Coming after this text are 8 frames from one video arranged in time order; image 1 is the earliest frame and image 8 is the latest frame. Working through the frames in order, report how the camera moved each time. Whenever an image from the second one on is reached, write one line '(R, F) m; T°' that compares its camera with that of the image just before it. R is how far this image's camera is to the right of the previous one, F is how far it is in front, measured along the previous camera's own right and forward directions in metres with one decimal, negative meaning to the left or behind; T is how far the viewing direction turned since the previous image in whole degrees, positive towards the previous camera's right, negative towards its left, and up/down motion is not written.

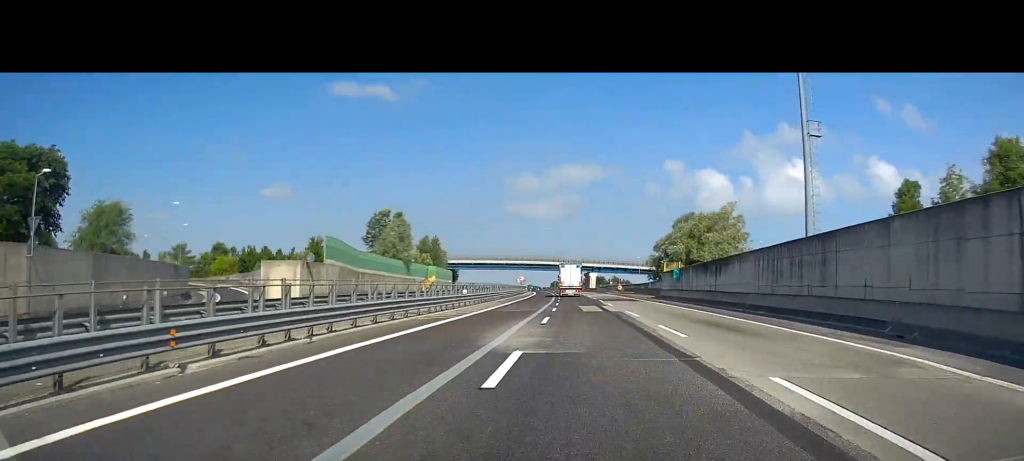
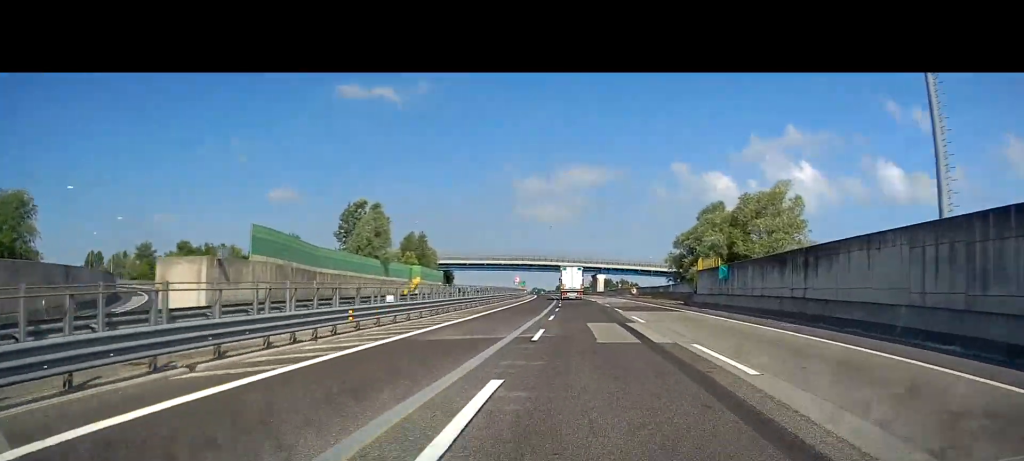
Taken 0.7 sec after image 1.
(0.0, +18.2) m; -1°
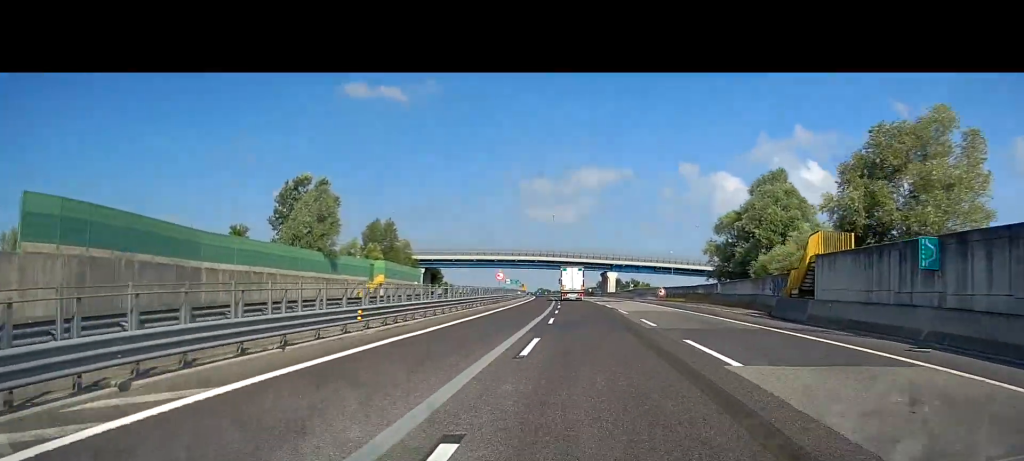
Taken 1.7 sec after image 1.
(-0.3, +26.0) m; 0°
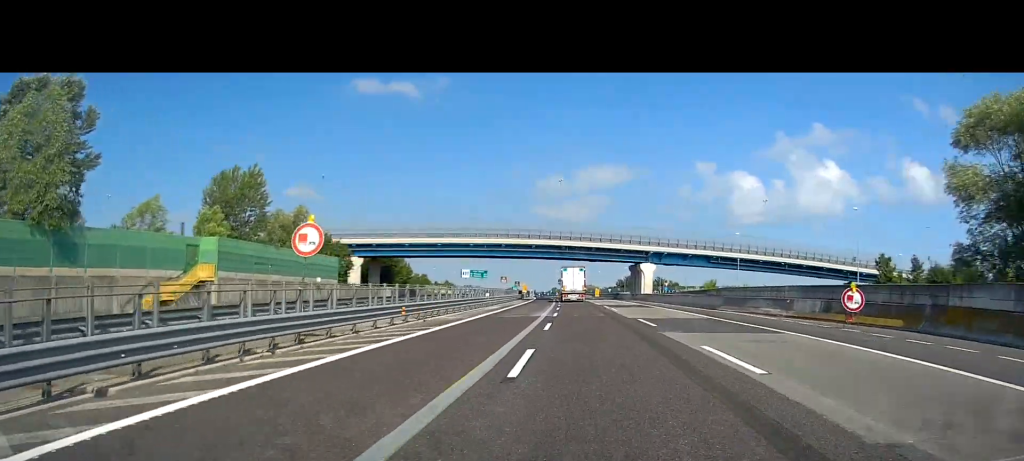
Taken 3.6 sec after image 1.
(-0.1, +48.6) m; -1°
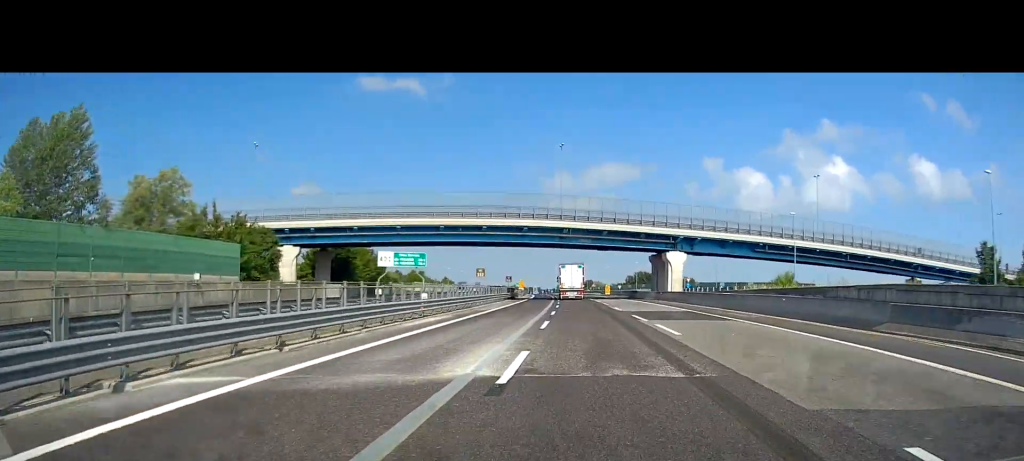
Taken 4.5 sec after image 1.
(-0.2, +23.6) m; -1°
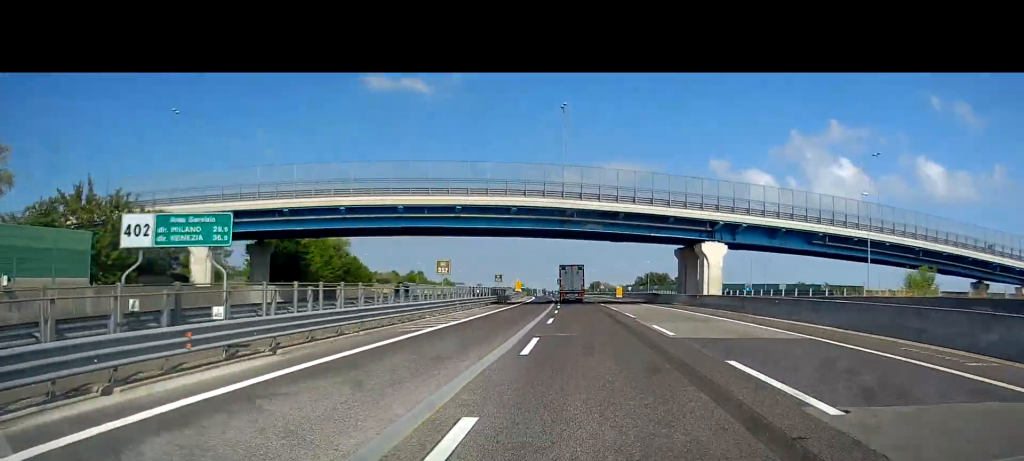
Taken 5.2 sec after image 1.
(0.0, +18.4) m; 0°
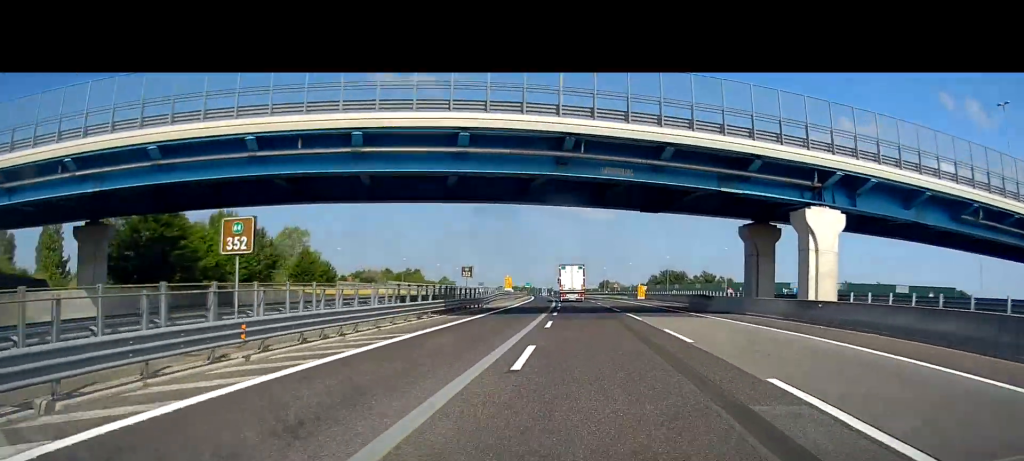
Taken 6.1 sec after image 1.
(-0.1, +25.5) m; -1°
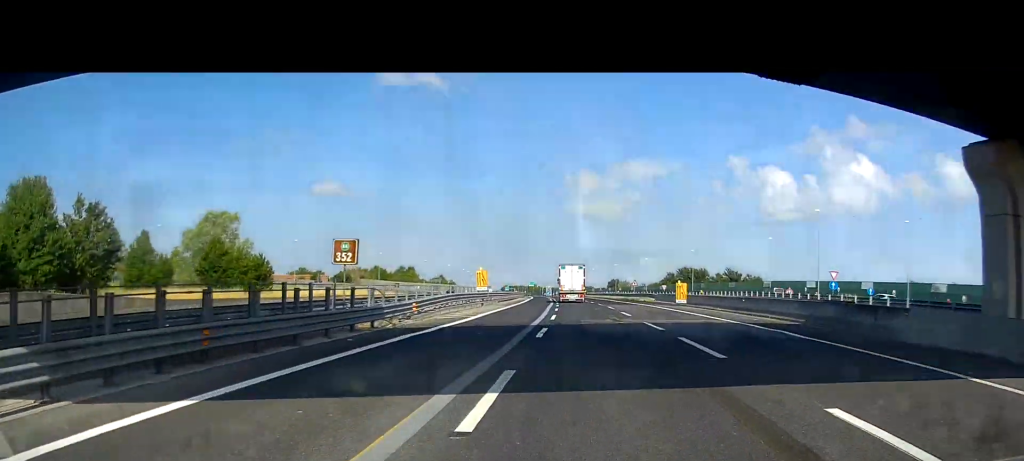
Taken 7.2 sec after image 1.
(-0.4, +27.3) m; -1°
